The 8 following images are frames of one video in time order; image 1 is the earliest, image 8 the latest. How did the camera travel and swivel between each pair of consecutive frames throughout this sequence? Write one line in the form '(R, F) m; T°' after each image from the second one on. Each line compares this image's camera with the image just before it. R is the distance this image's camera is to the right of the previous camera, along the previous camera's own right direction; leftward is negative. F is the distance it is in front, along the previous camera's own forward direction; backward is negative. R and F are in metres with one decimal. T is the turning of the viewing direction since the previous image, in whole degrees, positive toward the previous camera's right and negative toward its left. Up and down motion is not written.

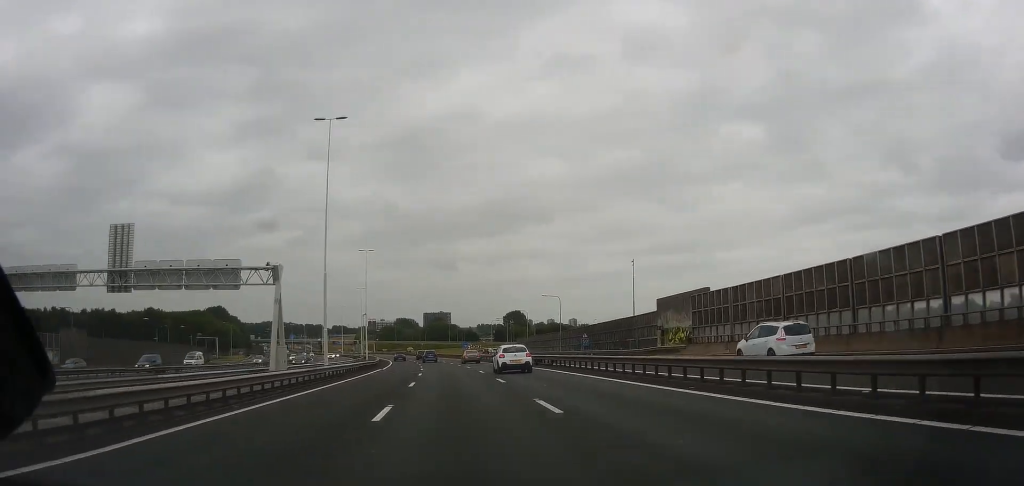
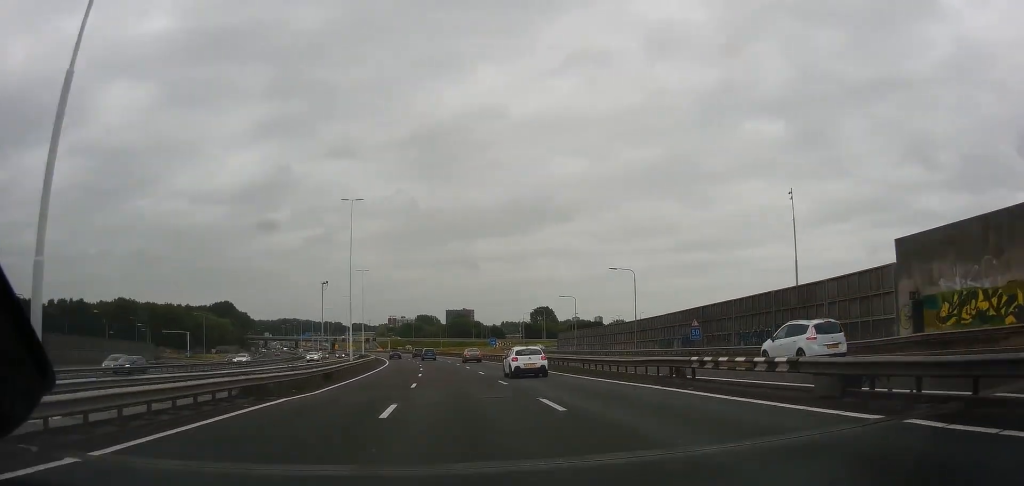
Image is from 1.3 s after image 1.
(-0.6, +35.6) m; -2°
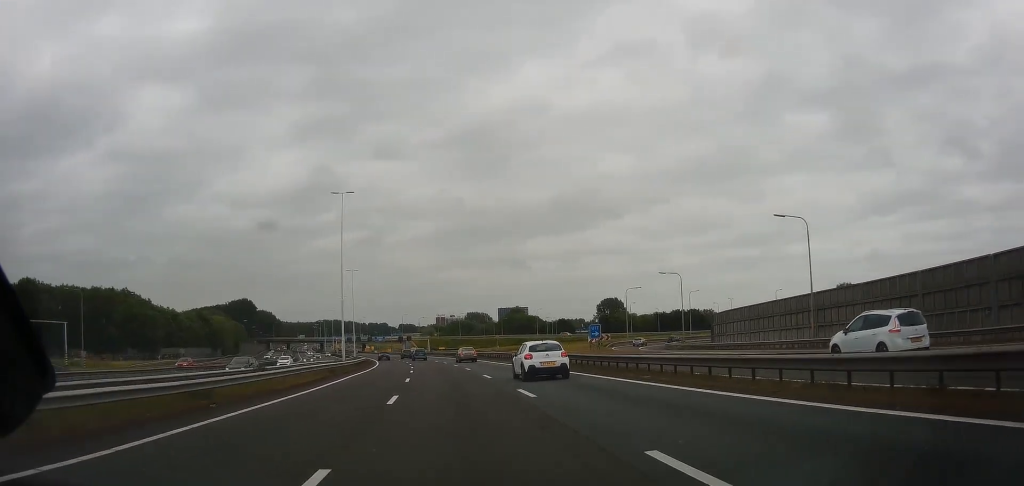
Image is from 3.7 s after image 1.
(-3.2, +68.9) m; -5°
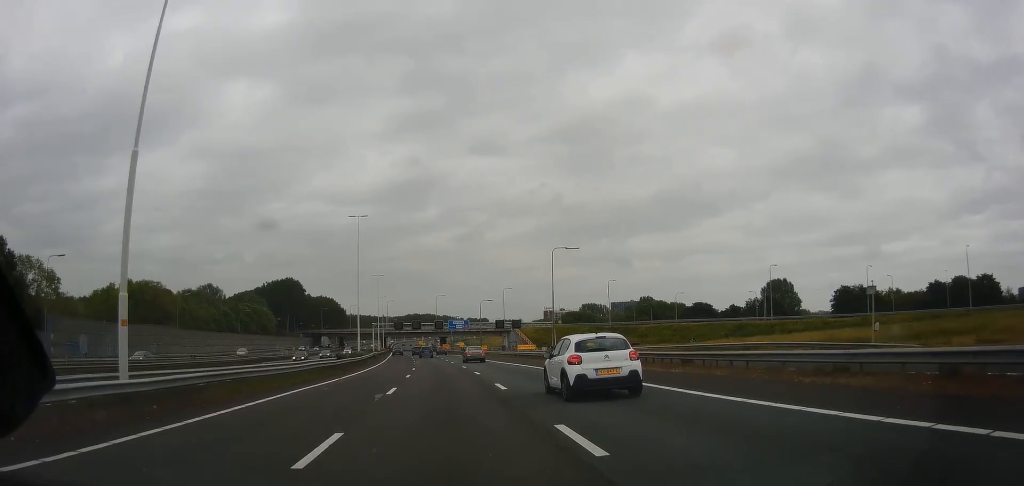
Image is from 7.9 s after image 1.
(-7.2, +116.8) m; -8°
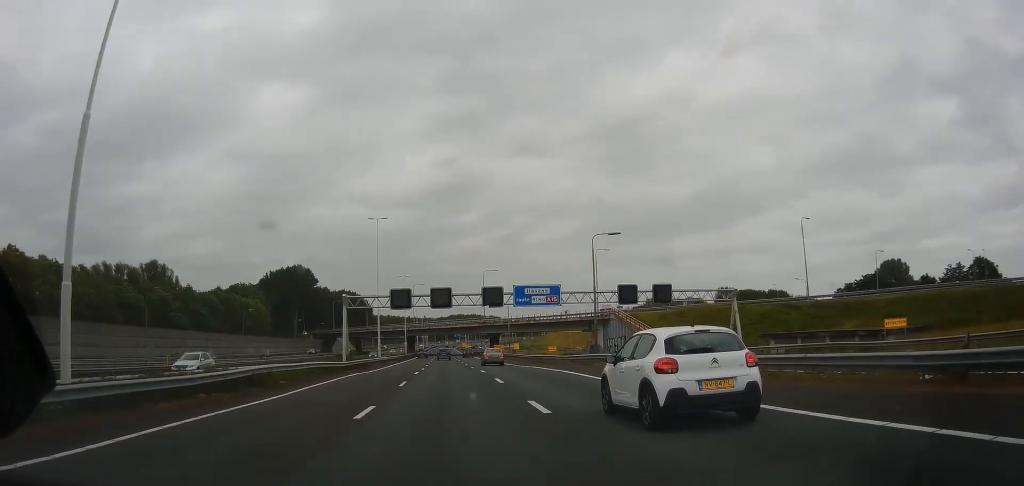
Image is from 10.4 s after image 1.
(-3.6, +68.5) m; -5°
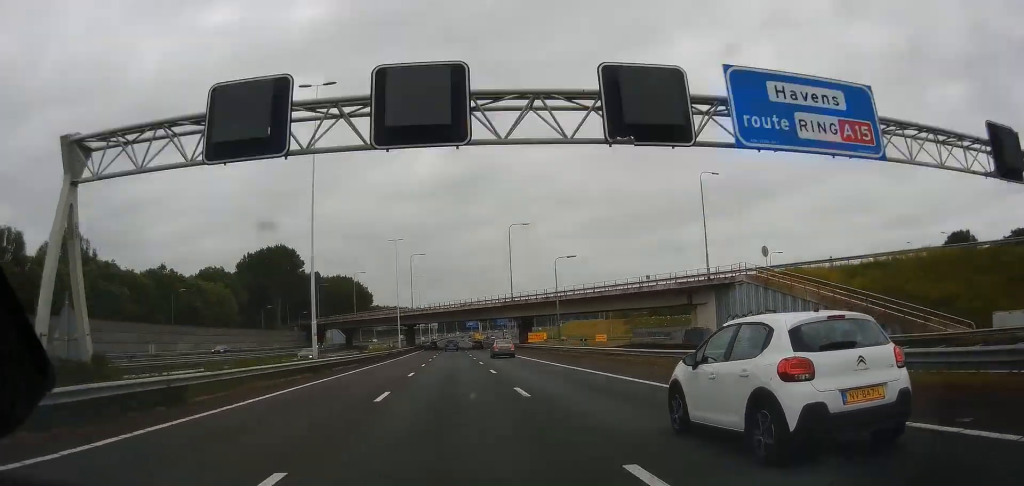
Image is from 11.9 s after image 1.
(-0.7, +42.7) m; -2°
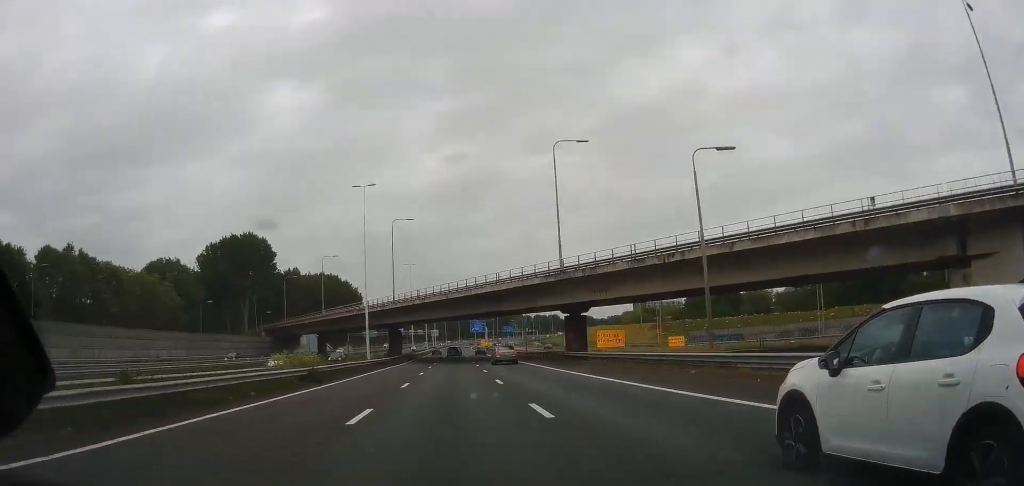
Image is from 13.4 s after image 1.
(-0.4, +41.0) m; -1°
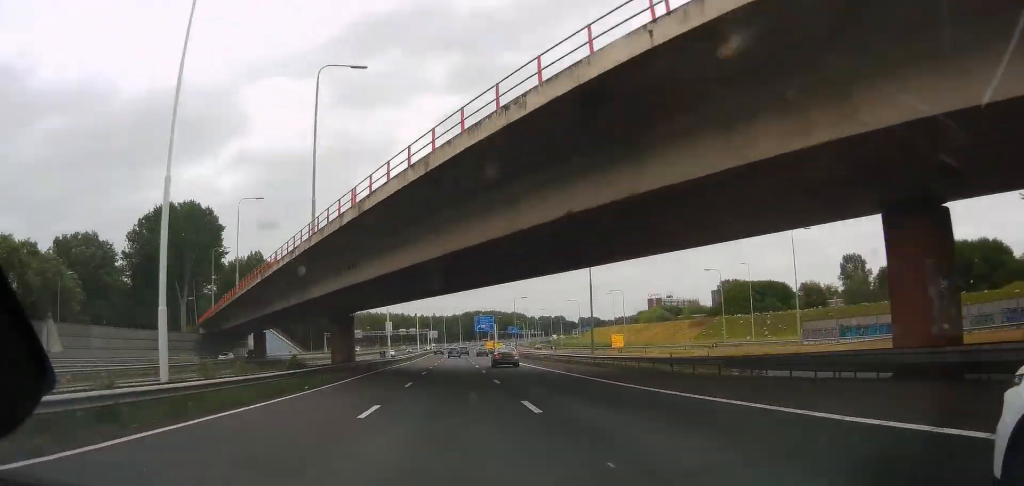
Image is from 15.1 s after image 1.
(-0.6, +46.6) m; -1°
